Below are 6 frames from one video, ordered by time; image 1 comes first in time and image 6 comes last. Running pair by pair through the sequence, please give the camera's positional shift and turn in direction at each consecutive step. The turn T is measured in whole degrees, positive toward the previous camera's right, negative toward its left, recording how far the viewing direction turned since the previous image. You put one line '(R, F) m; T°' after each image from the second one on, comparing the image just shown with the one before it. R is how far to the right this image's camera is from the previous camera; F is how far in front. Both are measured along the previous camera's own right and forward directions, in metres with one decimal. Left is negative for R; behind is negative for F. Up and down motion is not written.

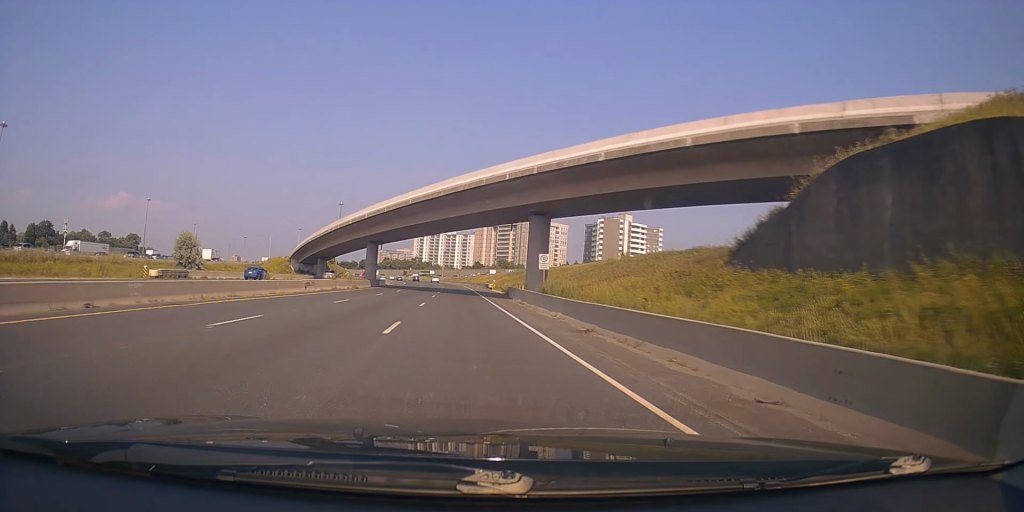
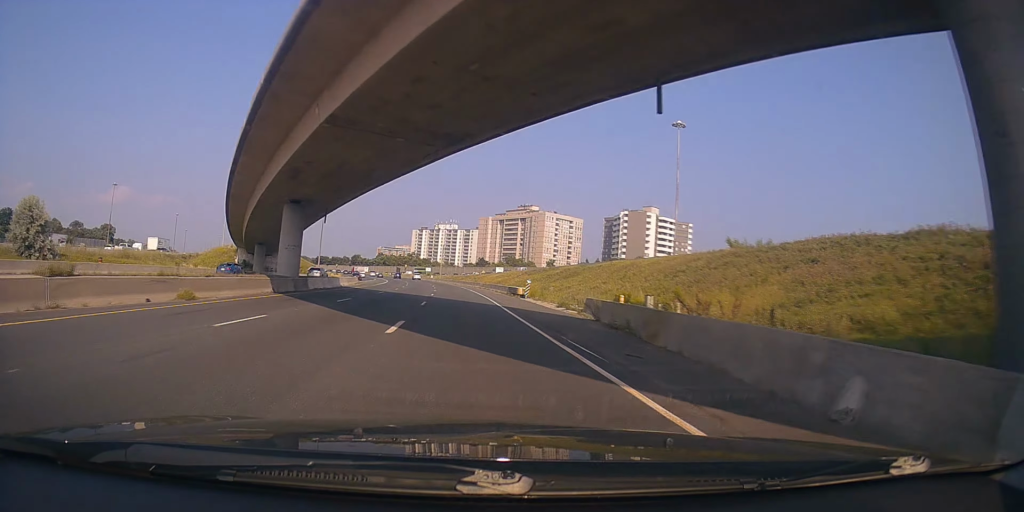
(+0.3, +37.1) m; 0°
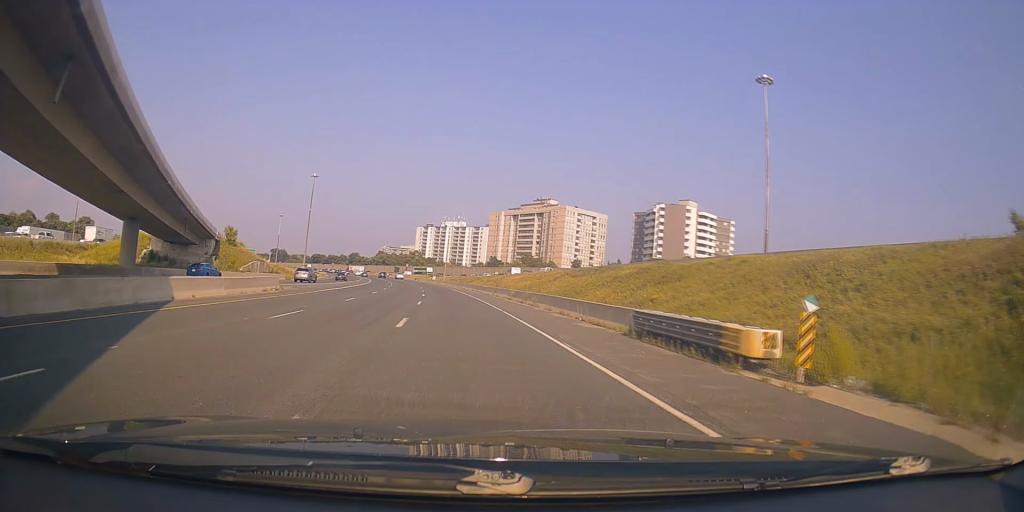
(-0.5, +34.9) m; -2°
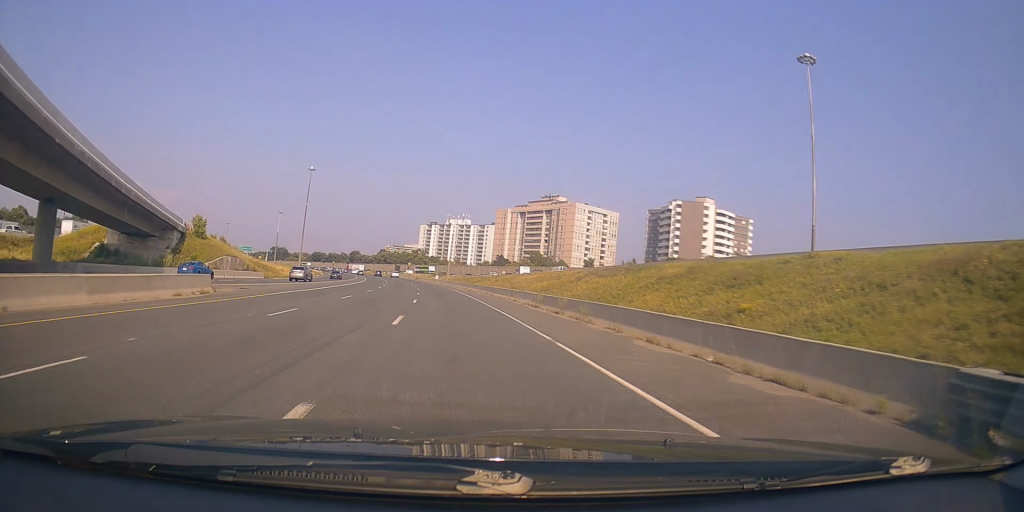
(0.0, +11.7) m; -1°
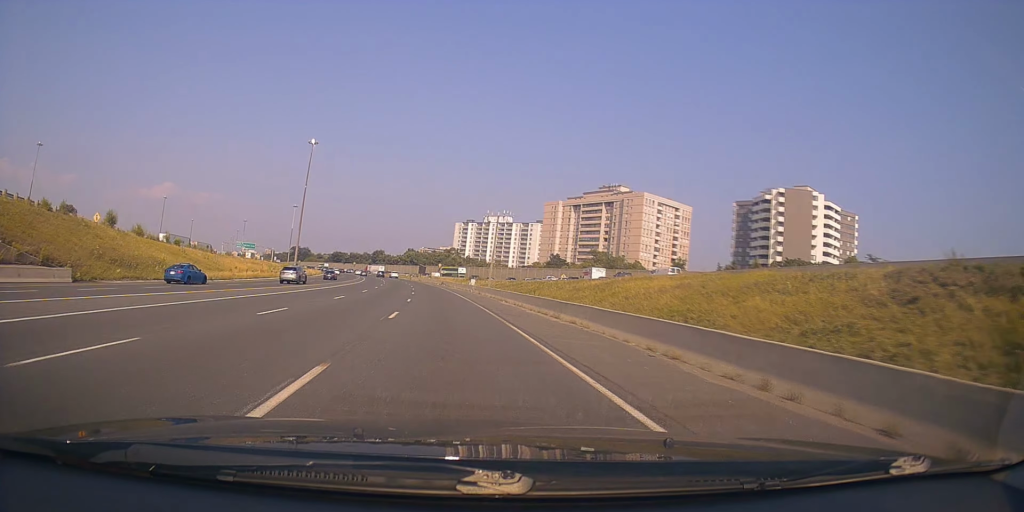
(-1.0, +45.4) m; -4°
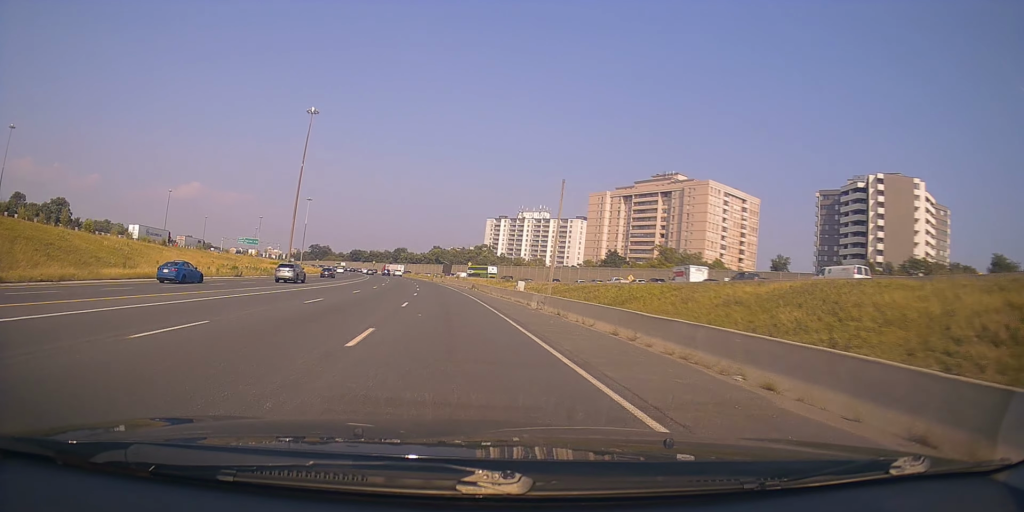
(-1.5, +30.9) m; -3°
